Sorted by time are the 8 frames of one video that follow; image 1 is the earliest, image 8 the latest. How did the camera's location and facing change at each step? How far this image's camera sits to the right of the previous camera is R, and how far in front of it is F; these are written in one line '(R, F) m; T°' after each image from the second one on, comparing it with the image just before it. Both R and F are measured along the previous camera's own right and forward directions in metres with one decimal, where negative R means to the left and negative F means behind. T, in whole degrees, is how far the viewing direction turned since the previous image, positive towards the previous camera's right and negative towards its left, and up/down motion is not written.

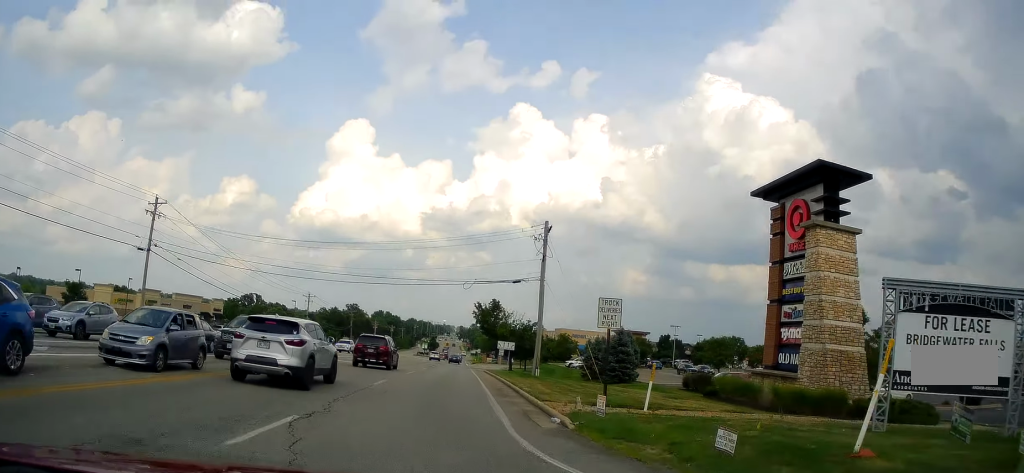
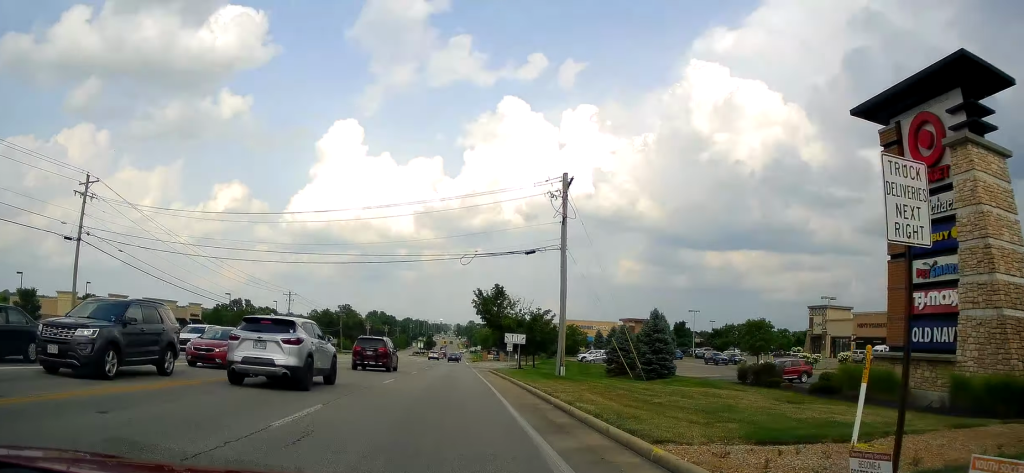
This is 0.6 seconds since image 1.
(-0.3, +11.2) m; 0°
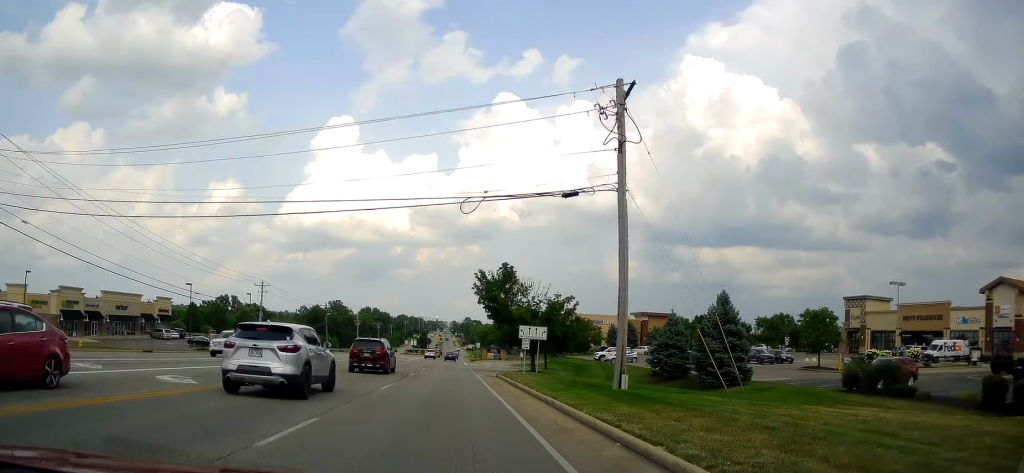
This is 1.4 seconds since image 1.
(+0.1, +13.4) m; +1°
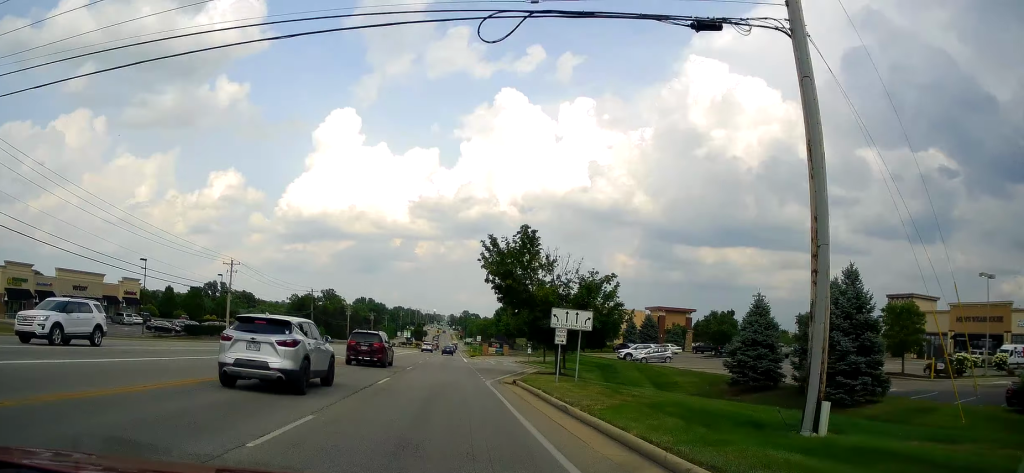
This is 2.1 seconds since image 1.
(+0.2, +12.8) m; +1°
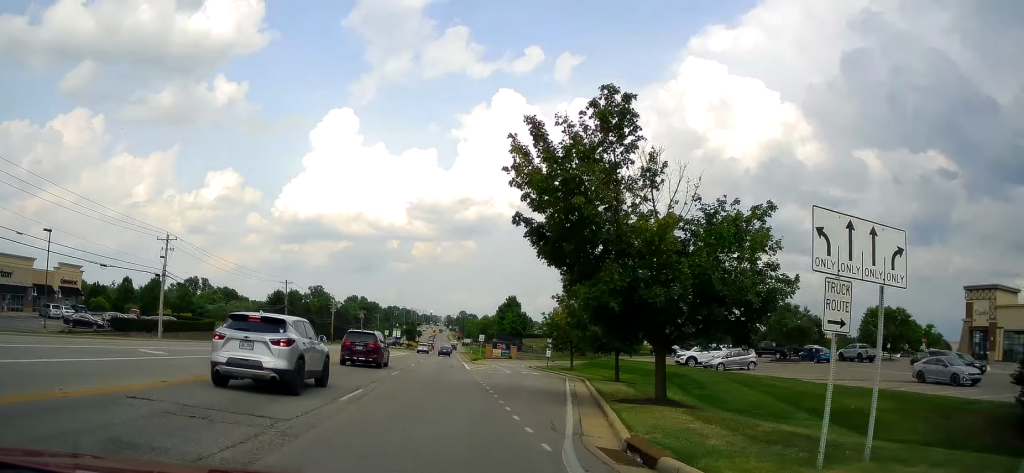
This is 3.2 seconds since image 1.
(0.0, +18.6) m; +1°
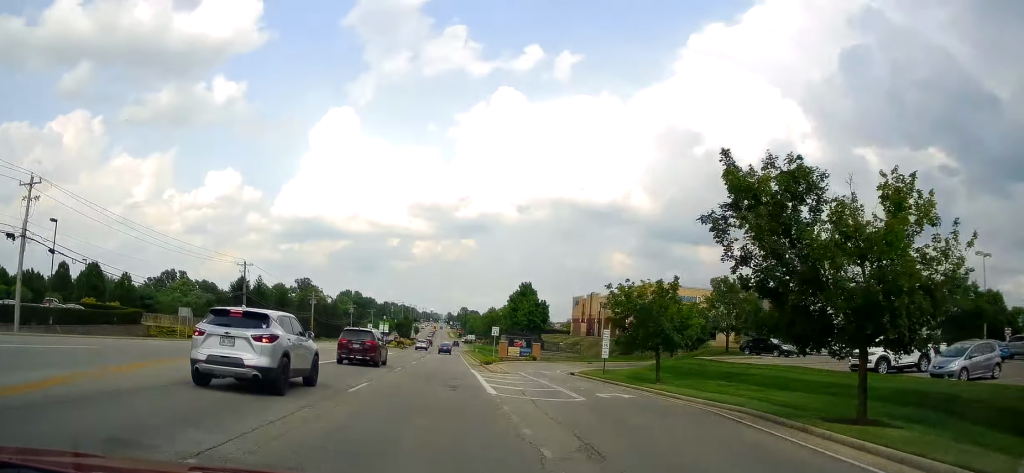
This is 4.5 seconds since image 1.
(+0.5, +23.1) m; +1°
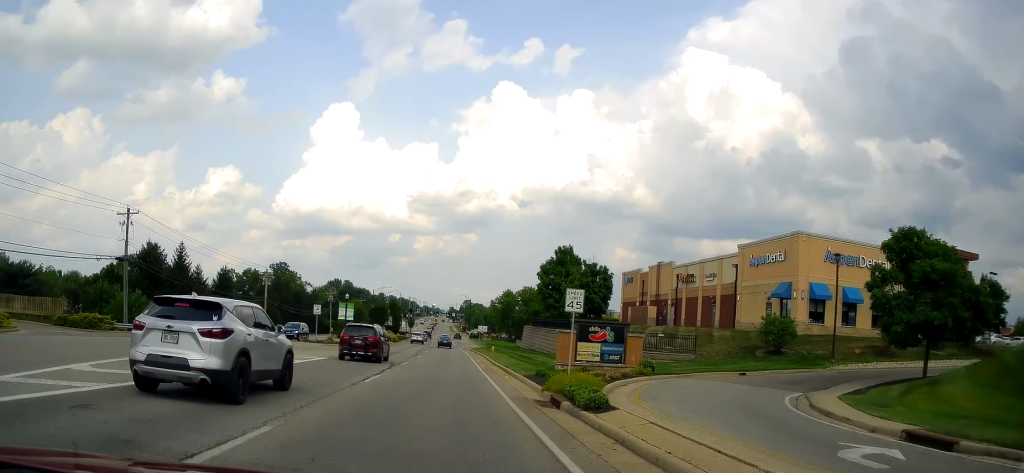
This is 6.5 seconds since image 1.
(0.0, +34.8) m; 0°
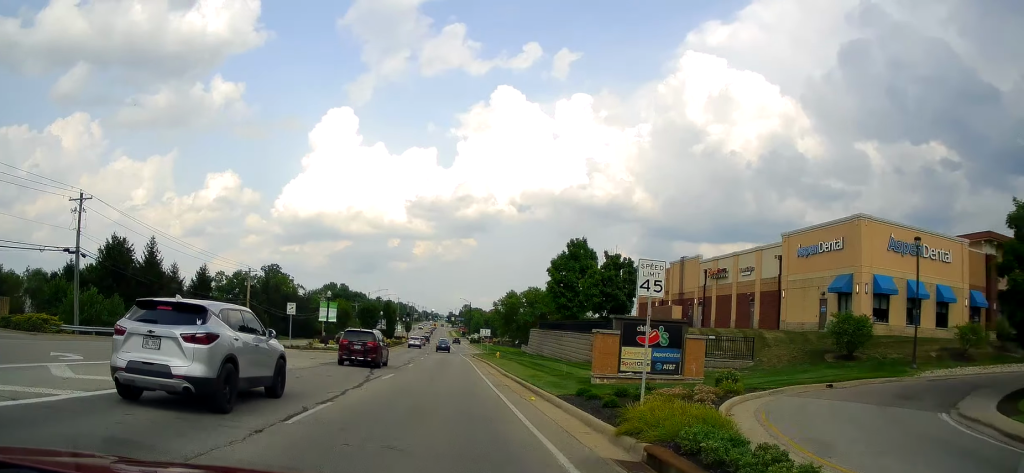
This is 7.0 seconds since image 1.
(+0.2, +8.1) m; 0°
